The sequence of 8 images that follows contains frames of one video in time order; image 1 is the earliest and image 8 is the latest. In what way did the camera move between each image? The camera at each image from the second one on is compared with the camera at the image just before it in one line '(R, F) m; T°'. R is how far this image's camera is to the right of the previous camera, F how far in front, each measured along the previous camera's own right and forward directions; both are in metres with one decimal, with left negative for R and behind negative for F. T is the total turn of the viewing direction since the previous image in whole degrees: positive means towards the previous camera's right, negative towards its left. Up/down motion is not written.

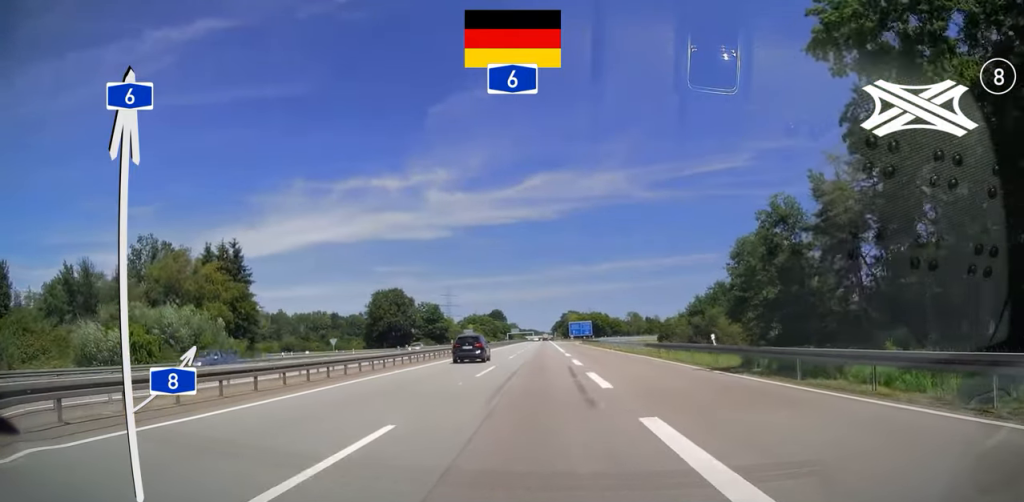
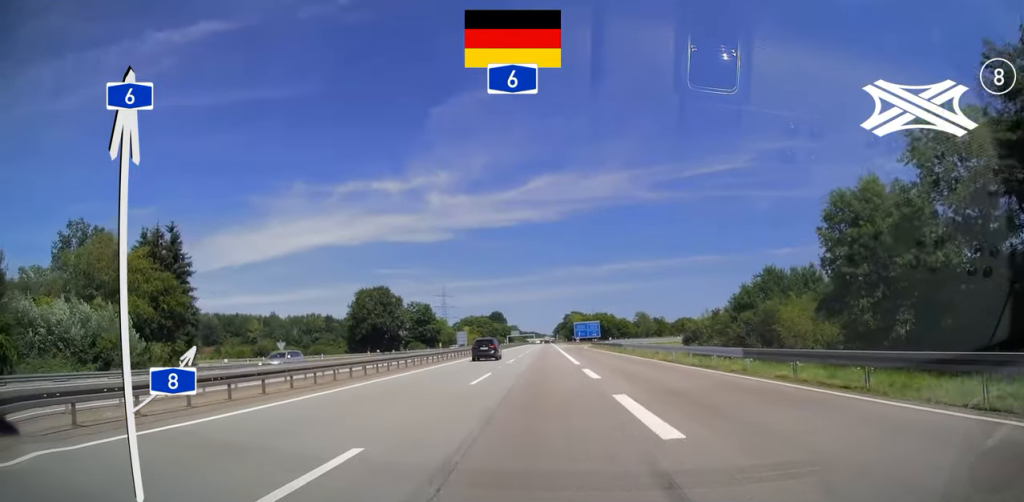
(0.0, +19.6) m; 0°
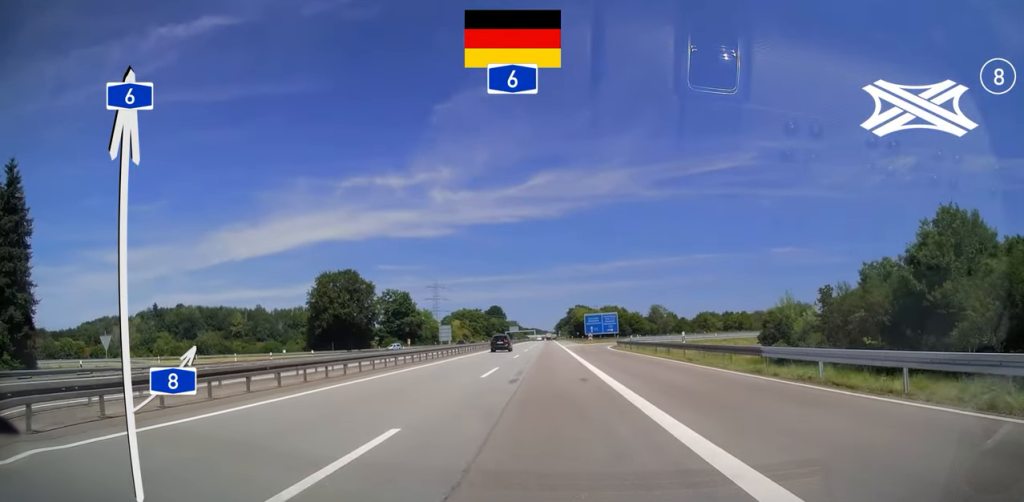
(0.0, +33.3) m; 0°
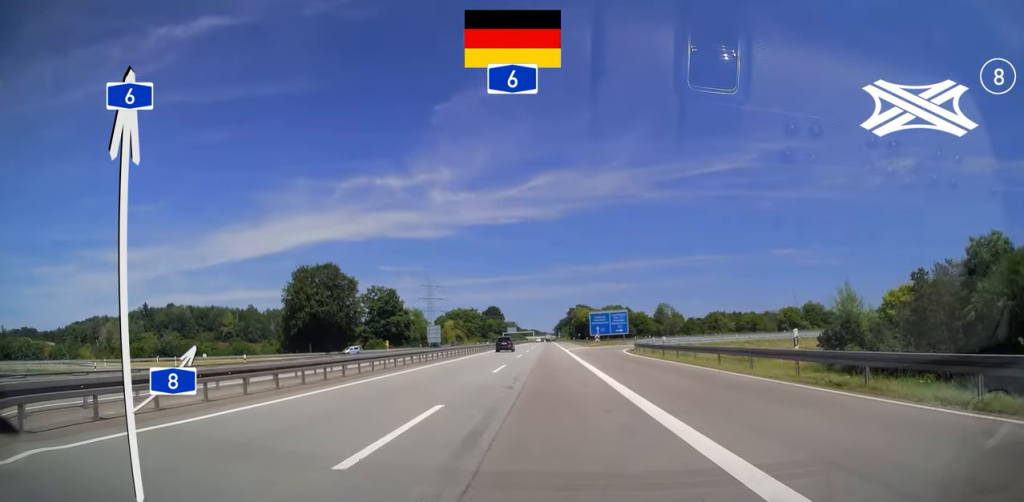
(0.0, +14.2) m; 0°
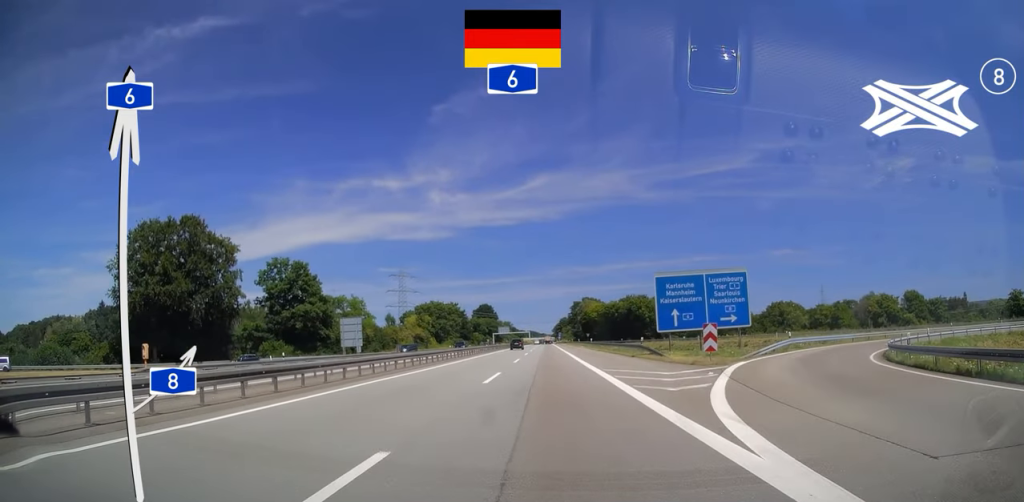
(0.0, +58.3) m; 0°
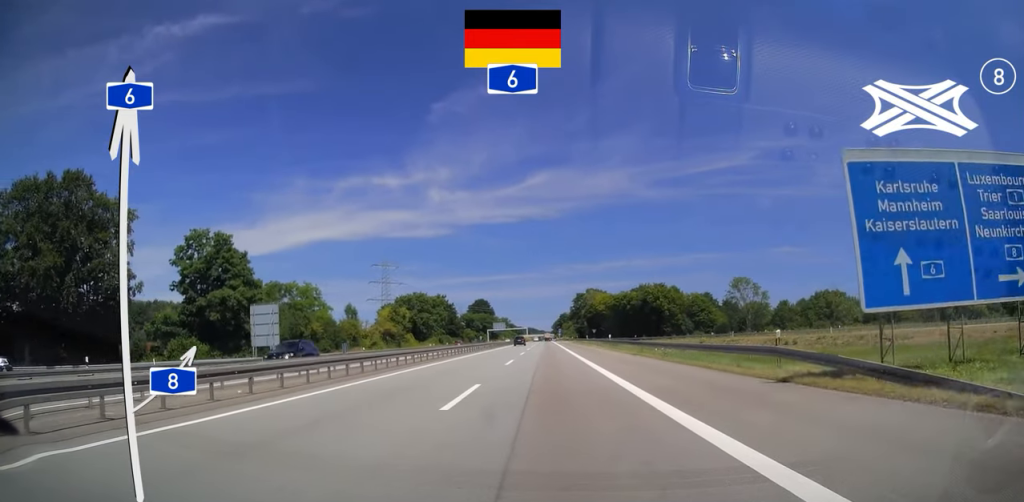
(0.0, +25.5) m; 0°
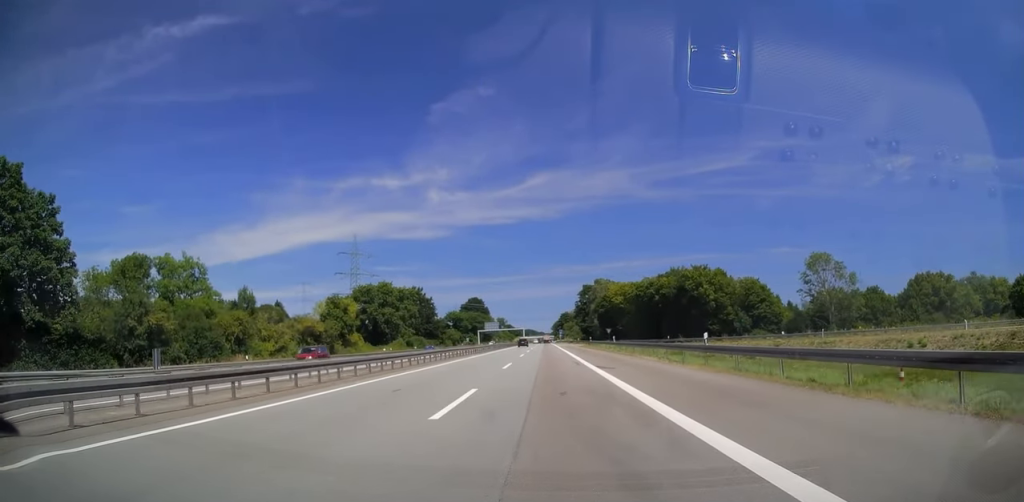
(+0.1, +36.8) m; 0°
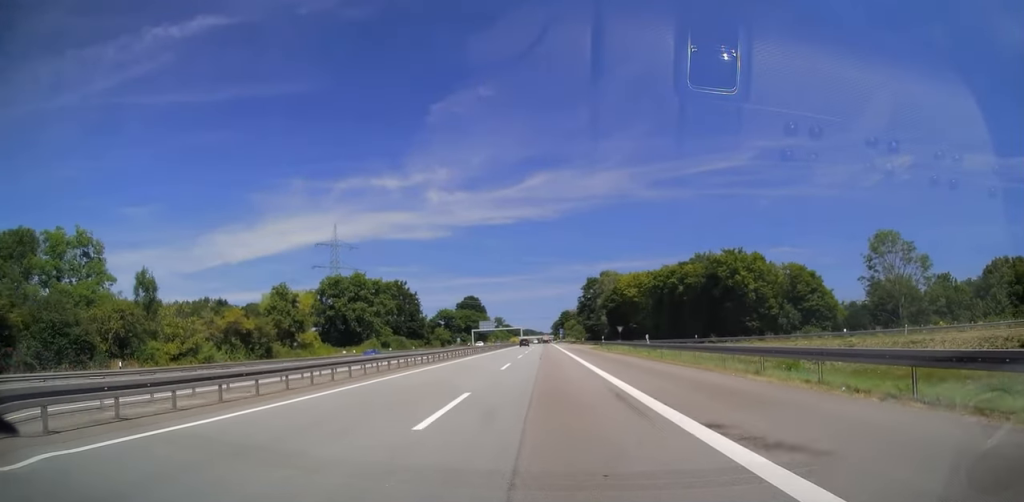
(0.0, +18.7) m; 0°
